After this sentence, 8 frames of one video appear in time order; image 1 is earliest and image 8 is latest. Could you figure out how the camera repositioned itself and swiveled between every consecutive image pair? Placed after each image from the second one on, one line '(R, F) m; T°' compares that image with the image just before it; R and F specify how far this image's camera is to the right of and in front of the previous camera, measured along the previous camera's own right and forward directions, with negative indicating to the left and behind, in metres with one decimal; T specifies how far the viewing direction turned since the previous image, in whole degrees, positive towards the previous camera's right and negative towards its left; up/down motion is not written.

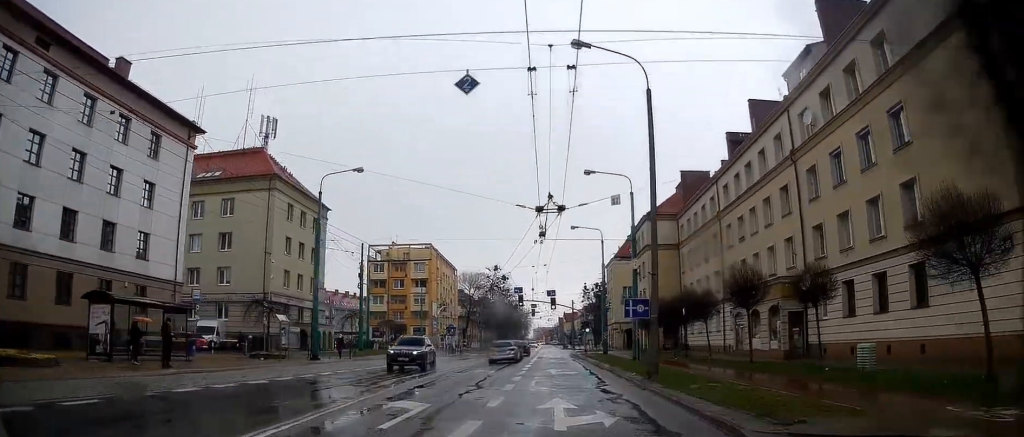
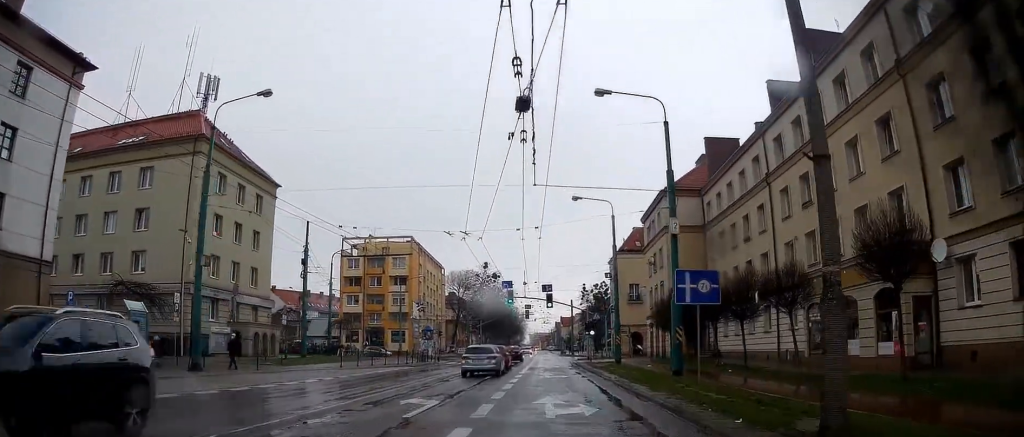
(+0.2, +12.8) m; 0°
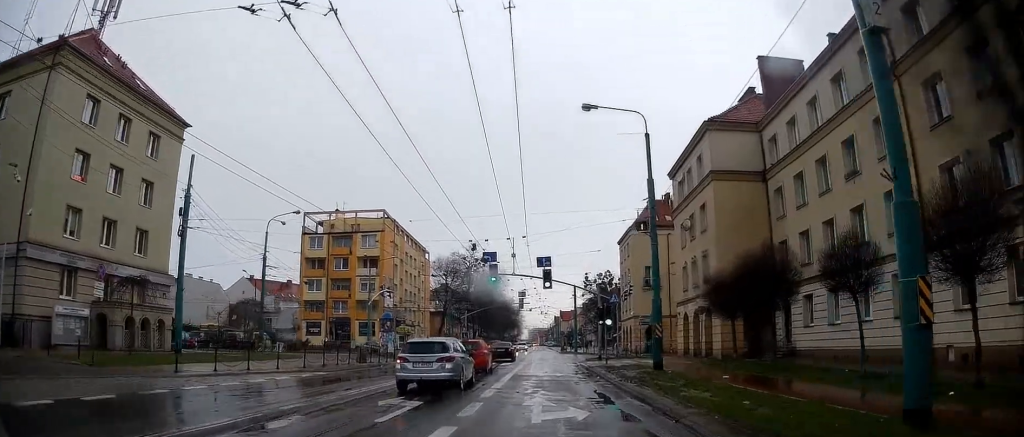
(-0.3, +16.1) m; 0°
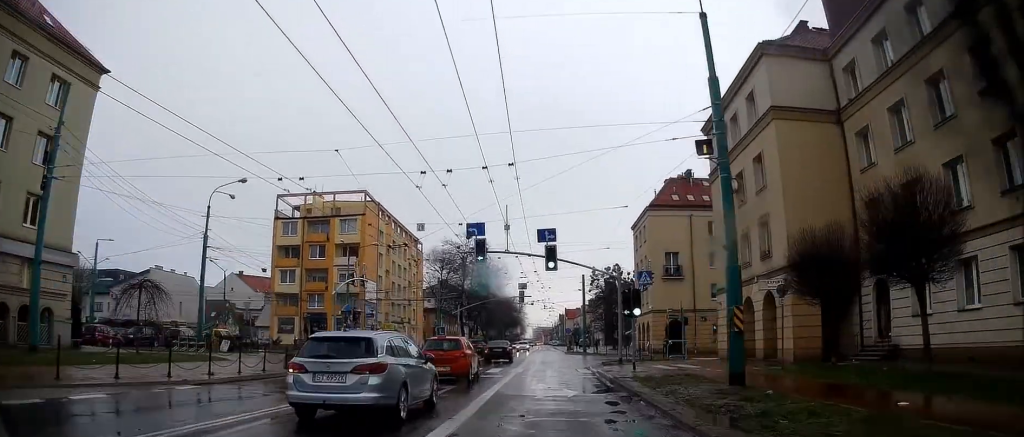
(+0.3, +10.4) m; 0°
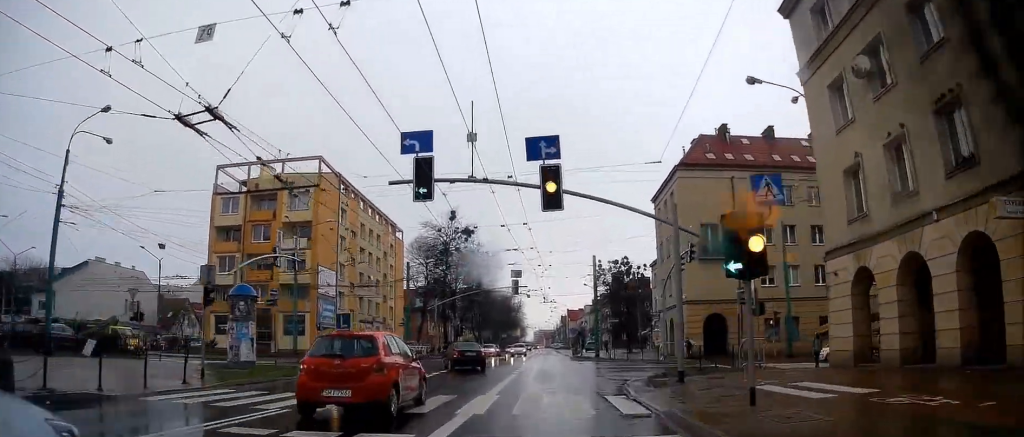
(-0.1, +15.1) m; -1°
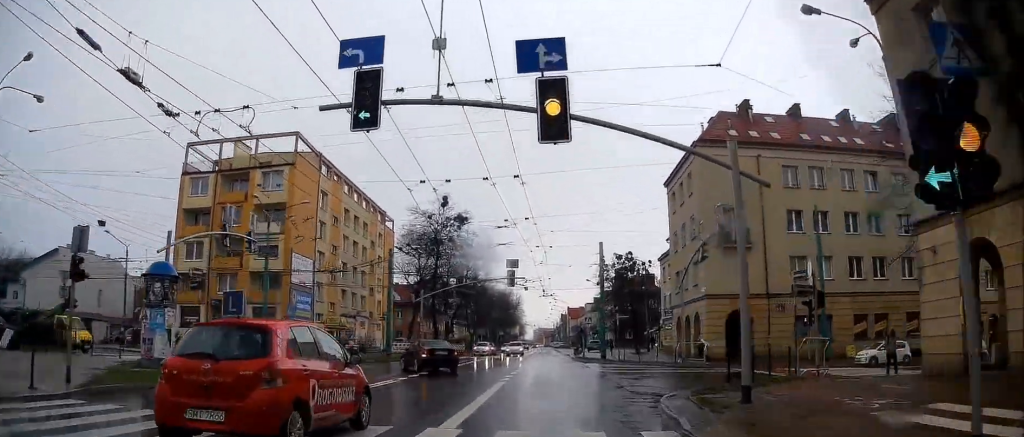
(-0.1, +6.2) m; 0°
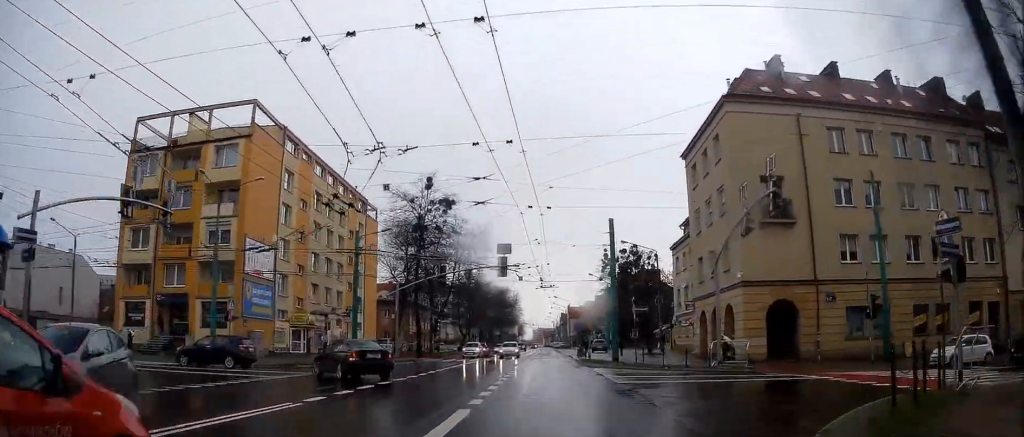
(0.0, +8.1) m; +1°
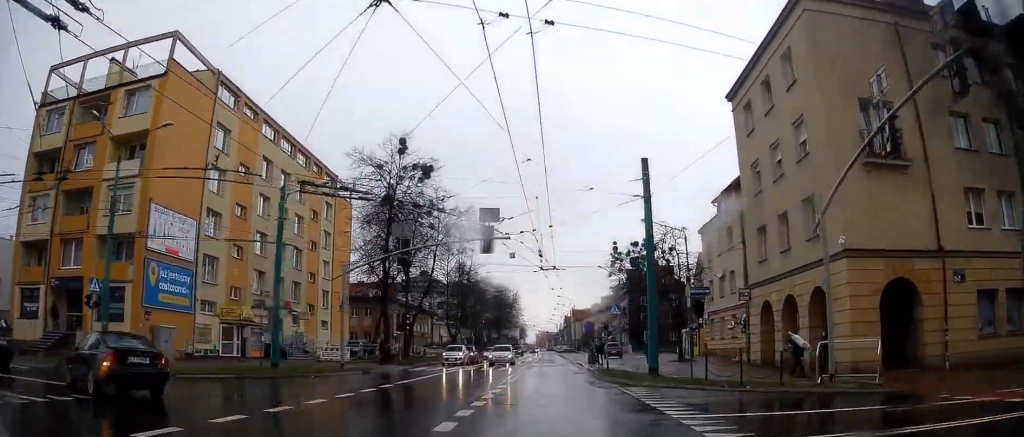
(+0.2, +12.0) m; 0°
